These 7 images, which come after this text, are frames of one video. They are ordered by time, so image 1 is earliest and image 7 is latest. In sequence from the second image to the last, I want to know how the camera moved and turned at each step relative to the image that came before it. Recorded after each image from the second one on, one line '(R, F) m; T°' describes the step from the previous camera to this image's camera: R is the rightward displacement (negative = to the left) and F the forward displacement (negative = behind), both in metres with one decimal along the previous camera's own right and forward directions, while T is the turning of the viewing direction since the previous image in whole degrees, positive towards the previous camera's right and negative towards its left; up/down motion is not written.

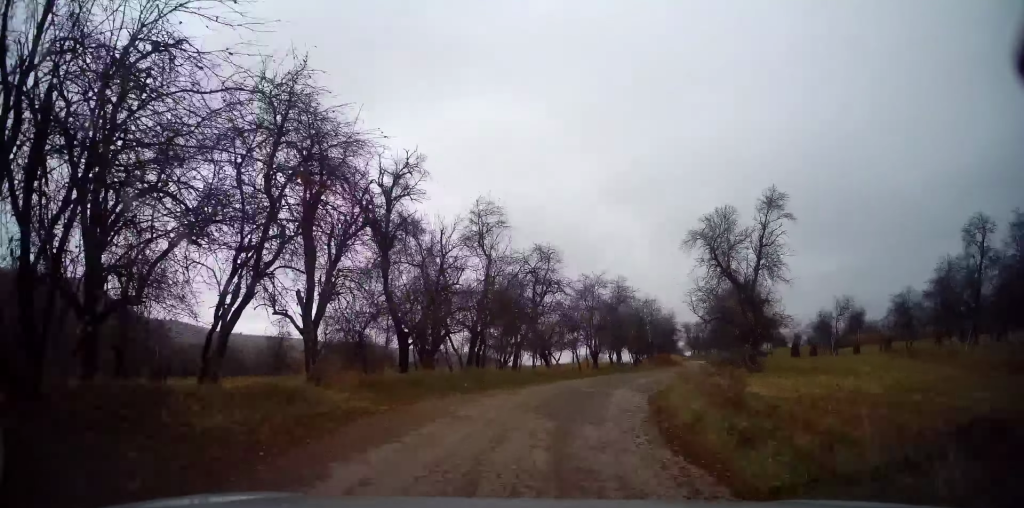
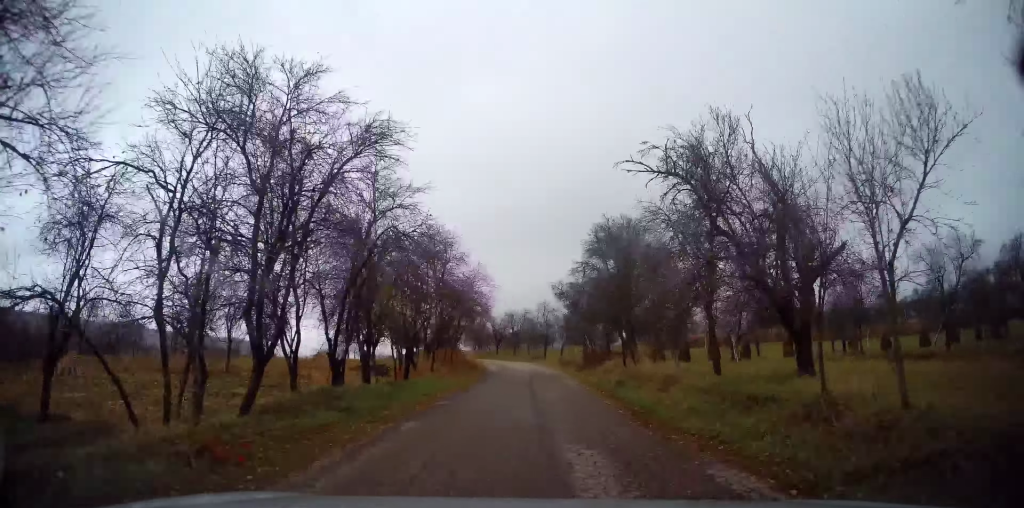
(+5.7, +25.8) m; +23°
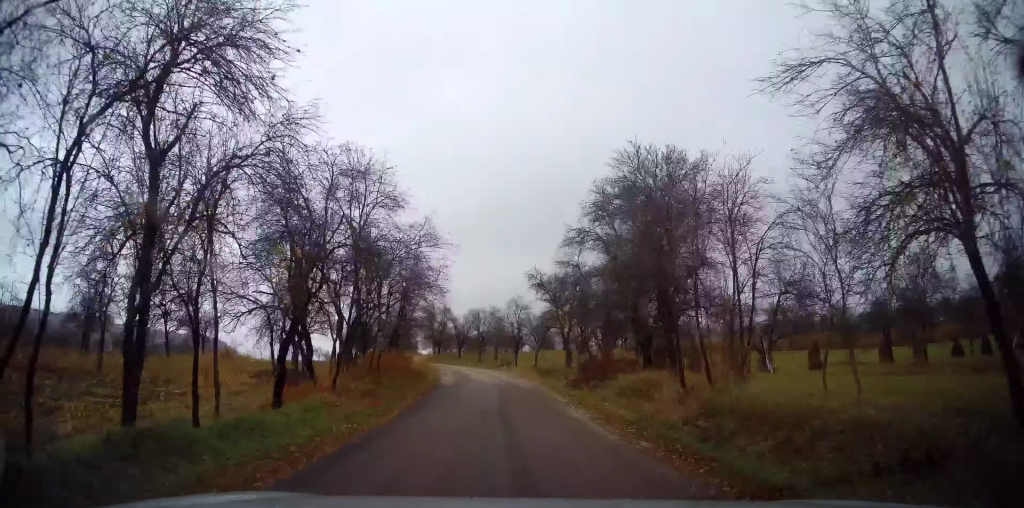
(+0.7, +9.7) m; +4°
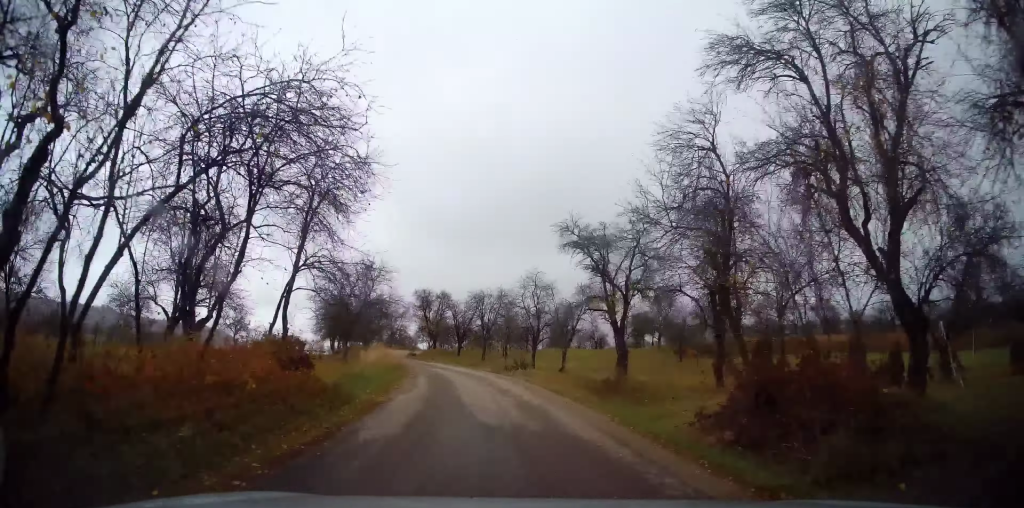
(+0.5, +13.3) m; +2°
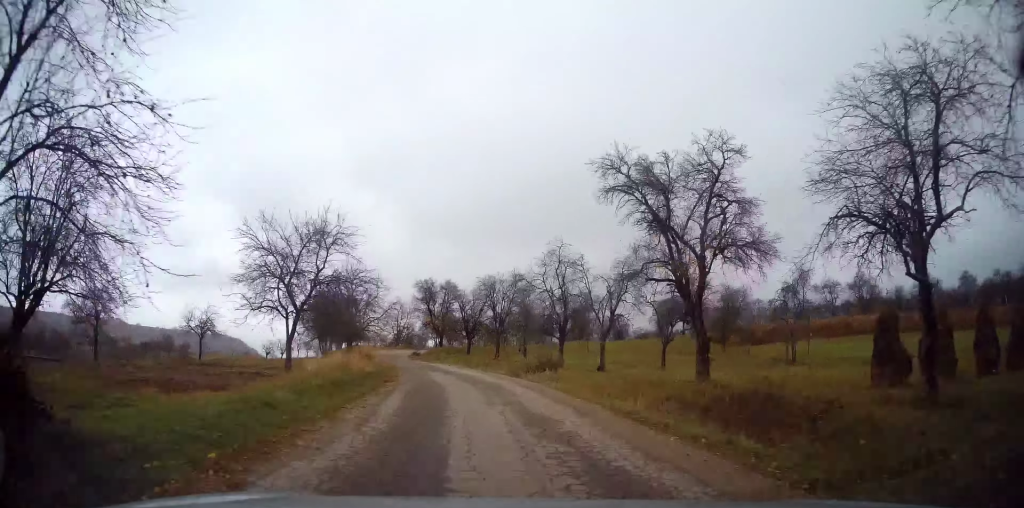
(0.0, +7.3) m; 0°
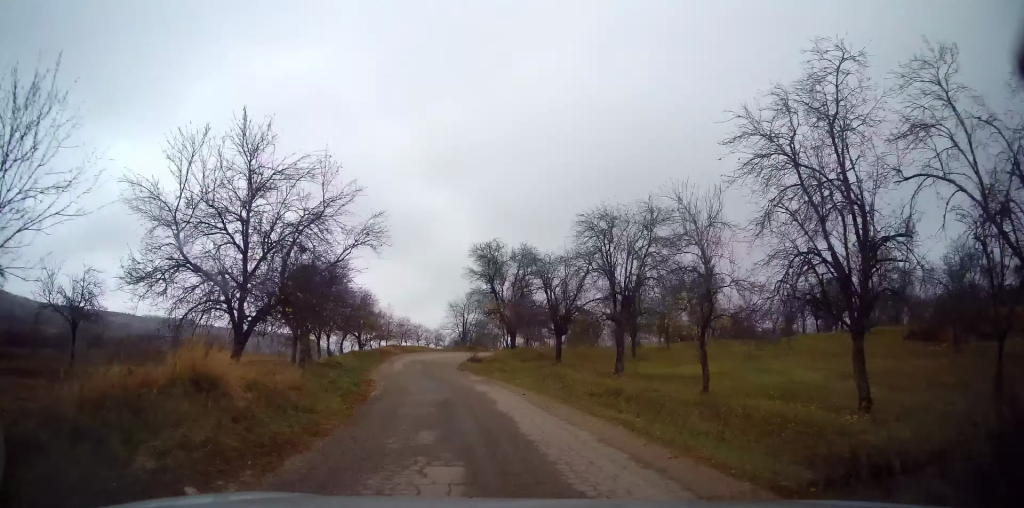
(-0.7, +19.2) m; -7°
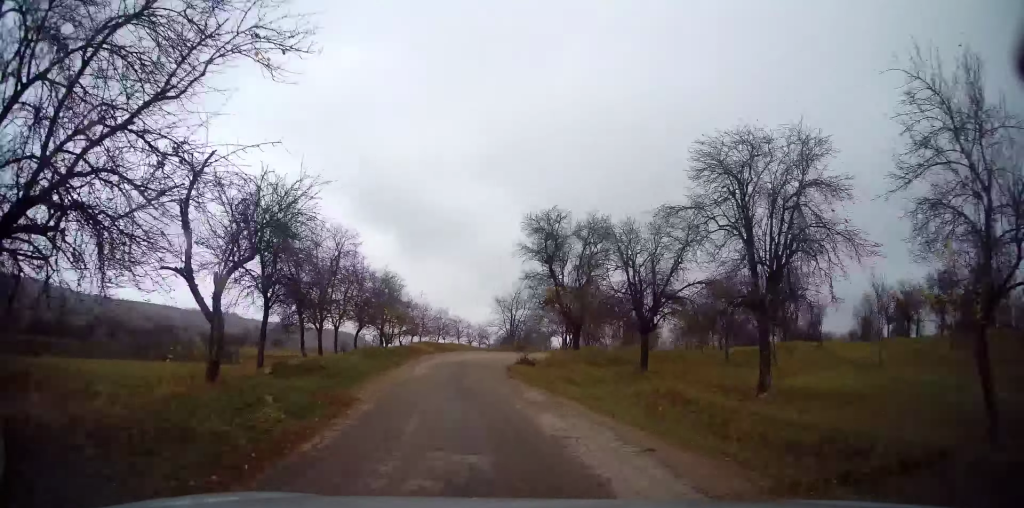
(-0.2, +7.8) m; -5°
